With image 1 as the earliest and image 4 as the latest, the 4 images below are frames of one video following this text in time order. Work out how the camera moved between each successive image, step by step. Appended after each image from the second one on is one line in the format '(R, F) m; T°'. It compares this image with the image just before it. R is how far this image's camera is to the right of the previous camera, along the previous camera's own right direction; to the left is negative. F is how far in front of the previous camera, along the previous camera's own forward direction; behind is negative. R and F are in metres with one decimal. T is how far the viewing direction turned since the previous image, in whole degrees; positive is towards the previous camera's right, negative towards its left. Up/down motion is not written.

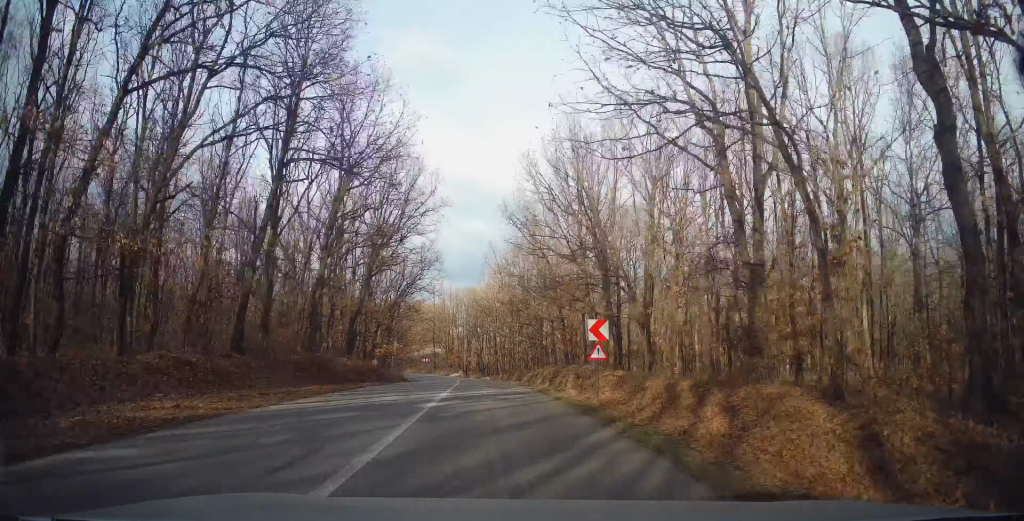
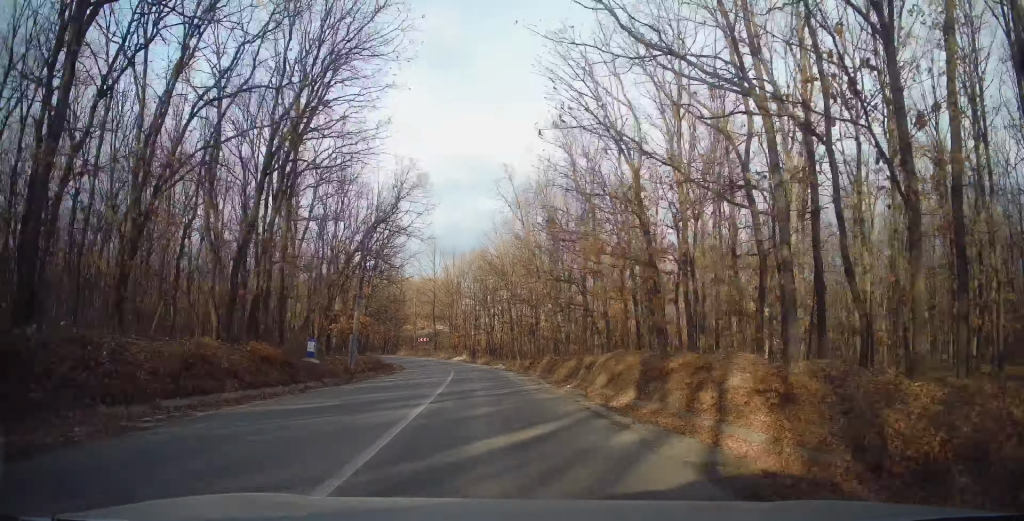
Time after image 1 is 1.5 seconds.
(-0.4, +19.5) m; -1°
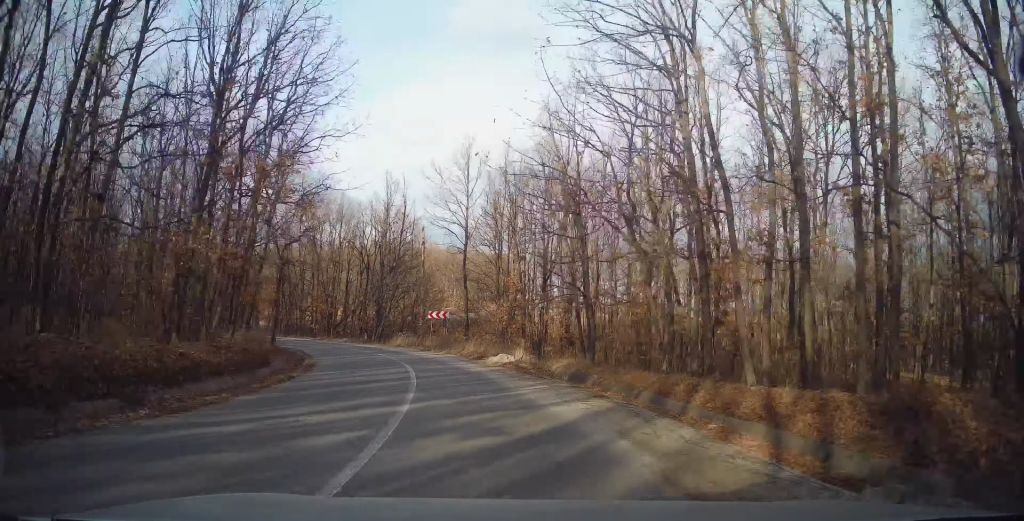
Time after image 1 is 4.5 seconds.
(-1.1, +39.6) m; -8°
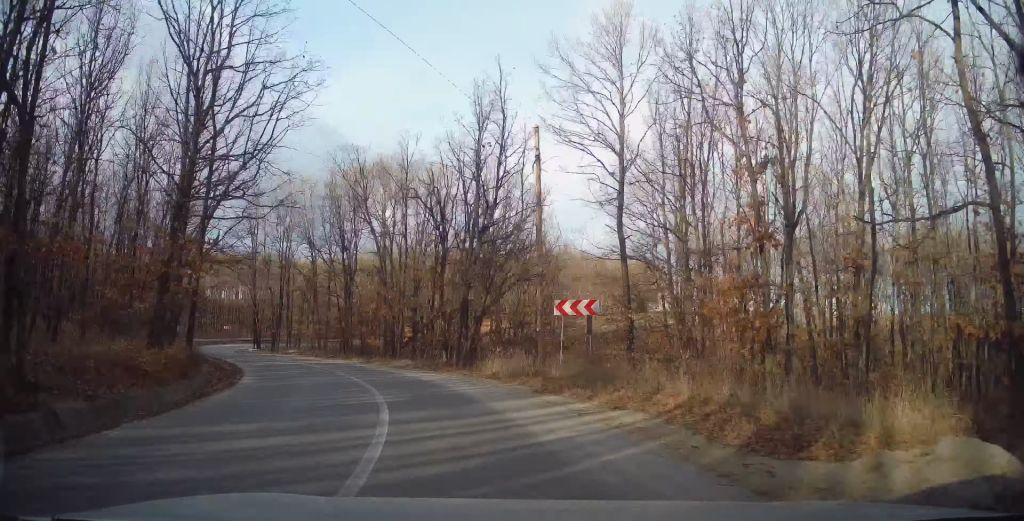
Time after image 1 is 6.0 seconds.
(-2.0, +20.1) m; -12°
